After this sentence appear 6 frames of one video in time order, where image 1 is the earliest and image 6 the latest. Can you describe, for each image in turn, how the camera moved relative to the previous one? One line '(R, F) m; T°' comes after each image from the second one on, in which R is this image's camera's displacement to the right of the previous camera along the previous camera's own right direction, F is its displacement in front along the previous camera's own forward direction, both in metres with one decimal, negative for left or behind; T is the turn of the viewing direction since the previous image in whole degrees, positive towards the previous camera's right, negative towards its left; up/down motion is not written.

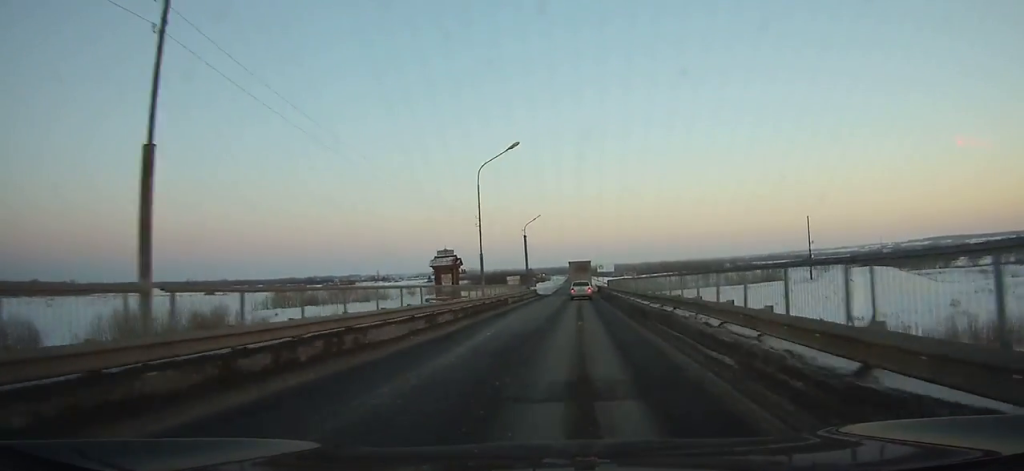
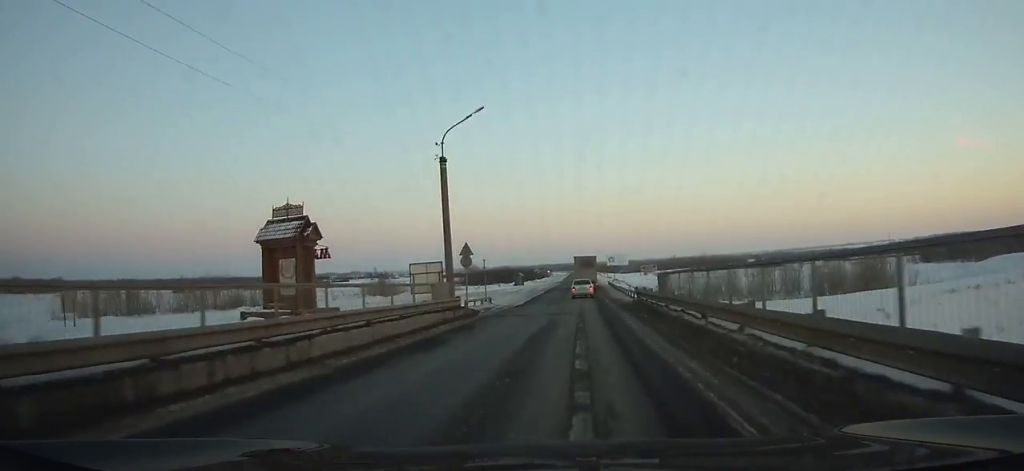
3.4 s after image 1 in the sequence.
(+0.1, +49.3) m; 0°
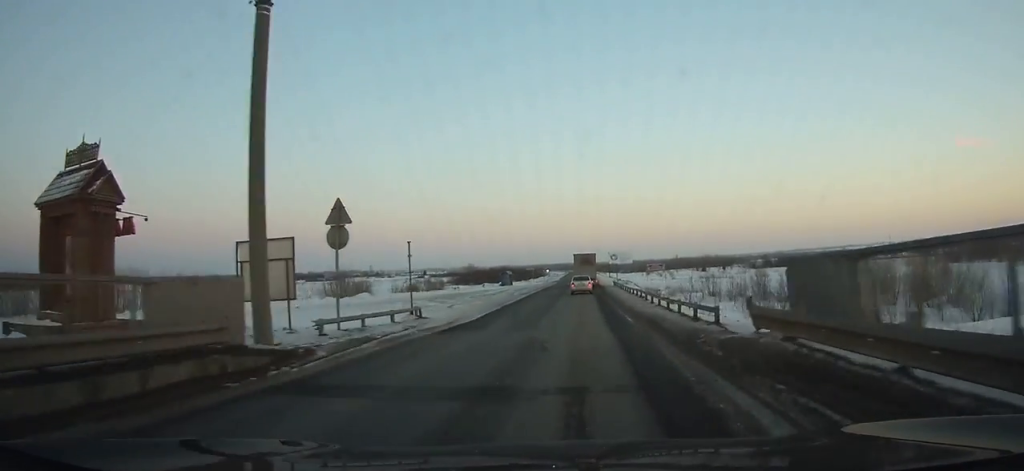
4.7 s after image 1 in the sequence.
(0.0, +19.5) m; 0°
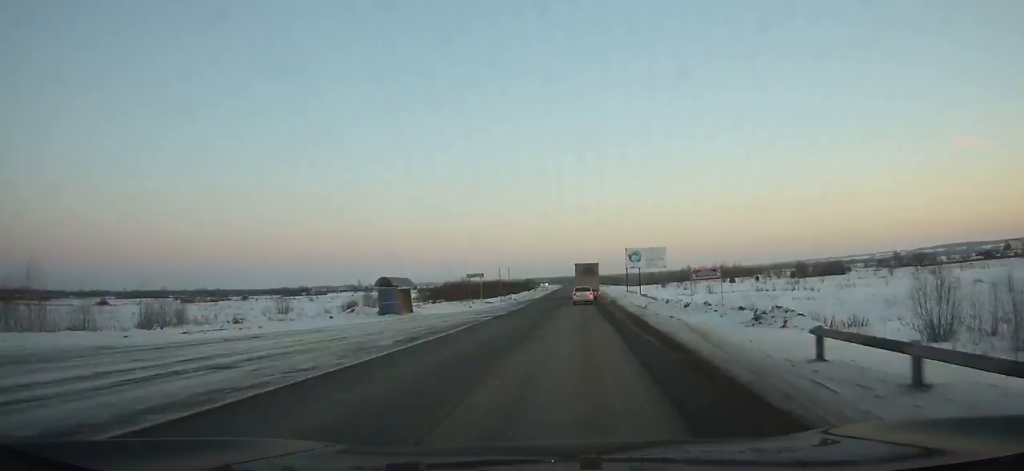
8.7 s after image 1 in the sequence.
(+0.1, +62.8) m; 0°
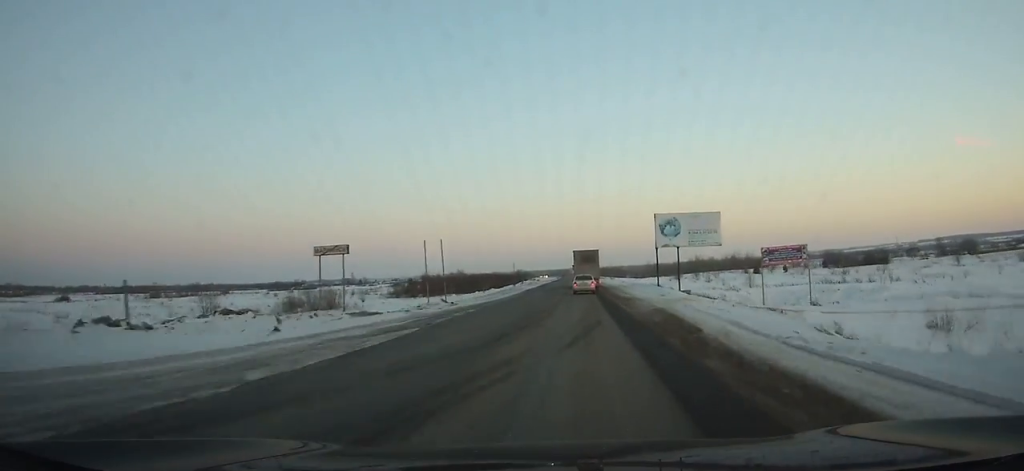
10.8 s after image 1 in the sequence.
(0.0, +34.0) m; 0°
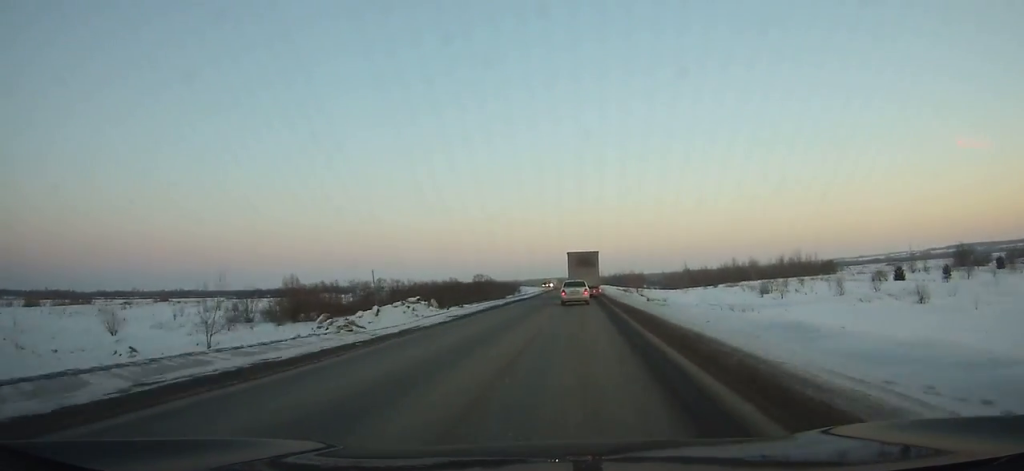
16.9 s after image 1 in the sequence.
(0.0, +99.5) m; 0°
